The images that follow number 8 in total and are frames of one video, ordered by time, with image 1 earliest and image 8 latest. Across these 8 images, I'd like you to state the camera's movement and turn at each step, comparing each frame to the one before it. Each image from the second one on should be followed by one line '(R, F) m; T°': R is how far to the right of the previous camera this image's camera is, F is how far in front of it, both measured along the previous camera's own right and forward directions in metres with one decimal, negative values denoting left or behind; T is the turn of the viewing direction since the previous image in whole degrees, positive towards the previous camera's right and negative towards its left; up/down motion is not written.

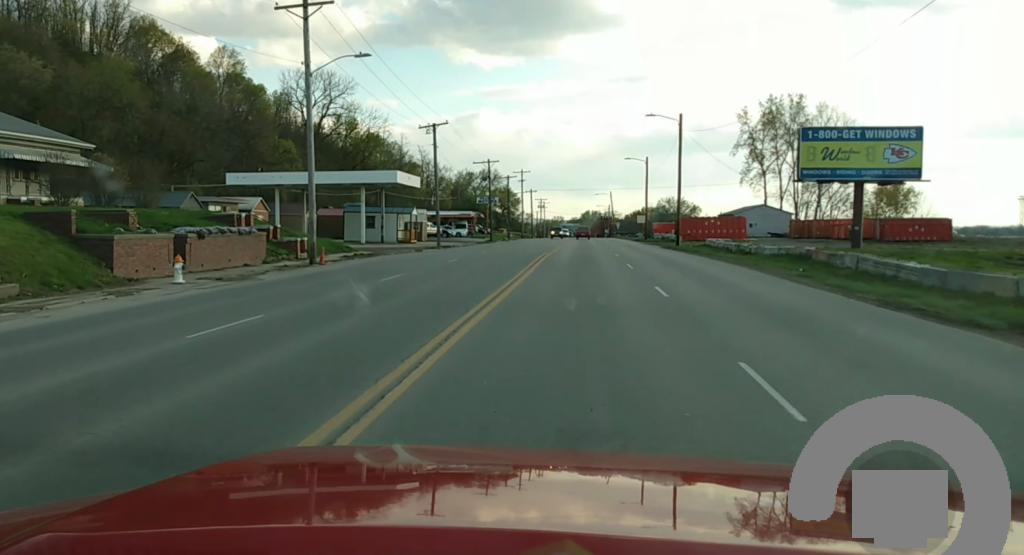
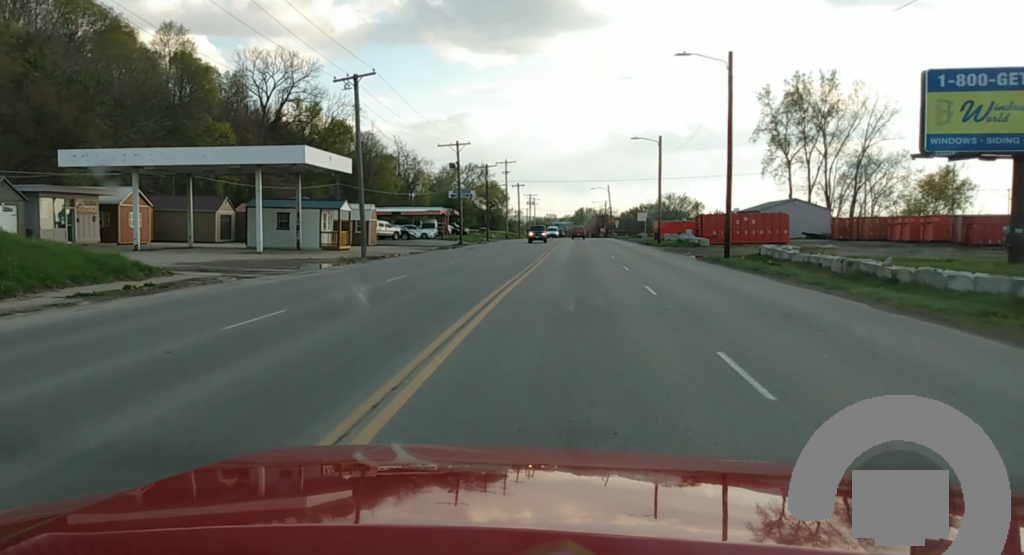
(0.0, +23.6) m; -1°
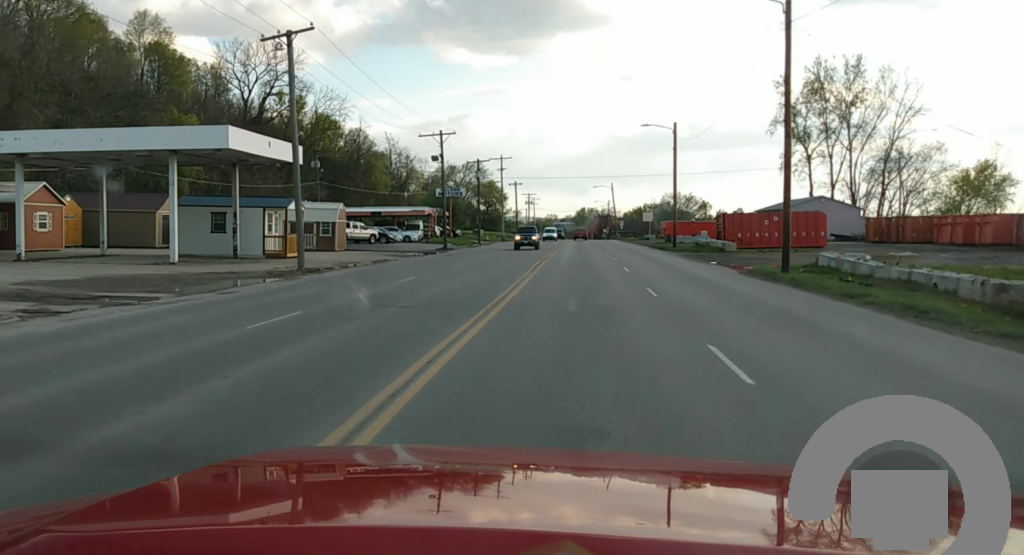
(-0.2, +11.1) m; 0°
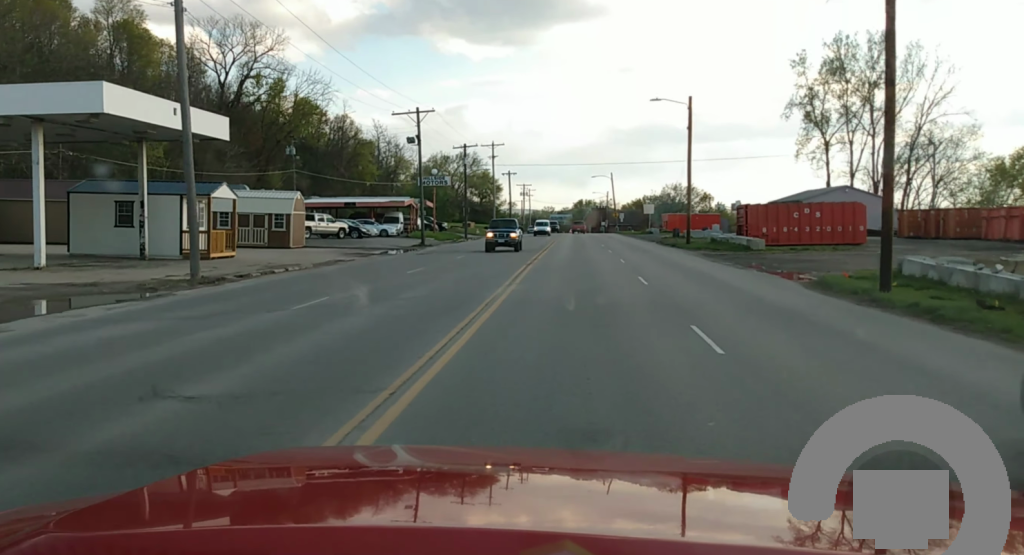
(+0.1, +10.0) m; 0°
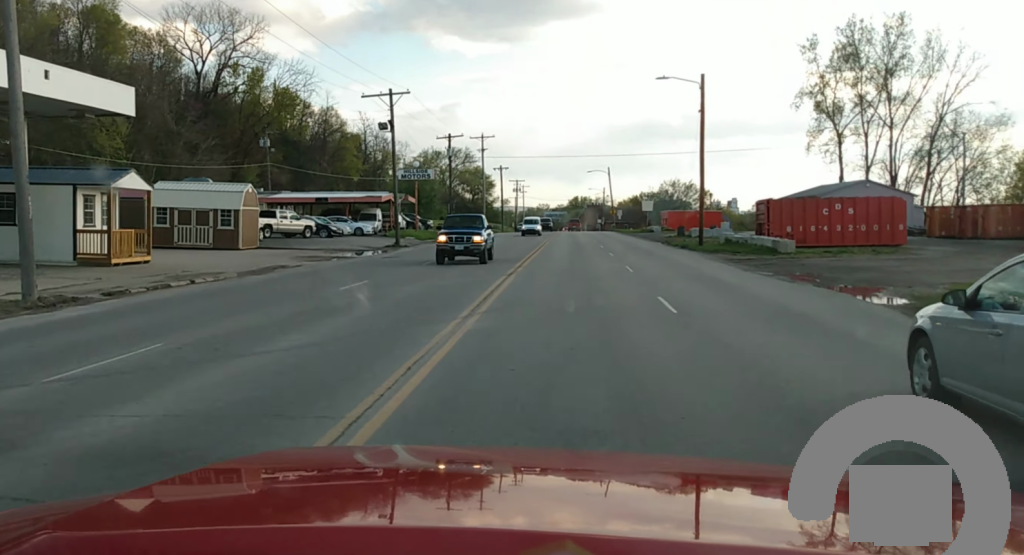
(+0.2, +8.3) m; 0°
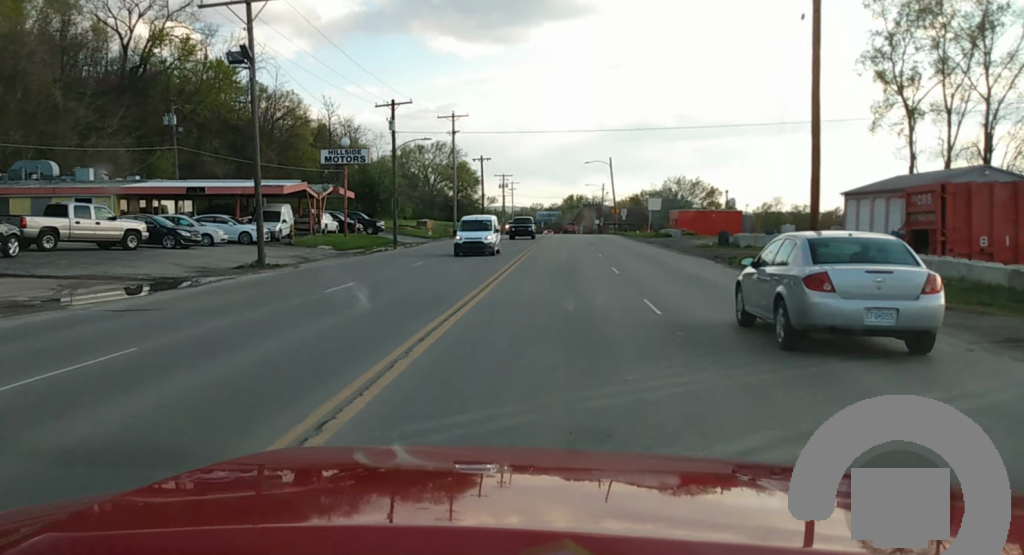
(-0.4, +24.2) m; -1°
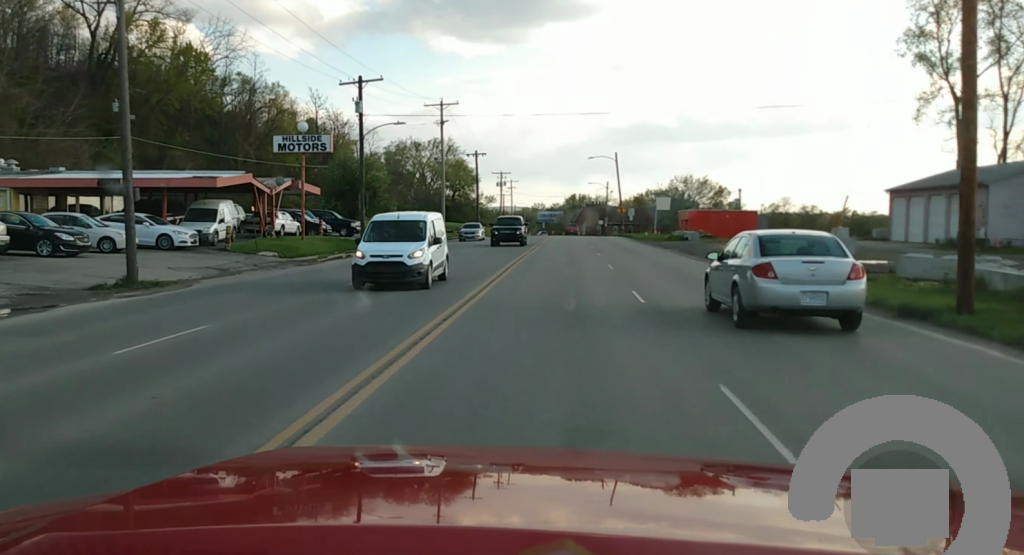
(0.0, +9.8) m; 0°
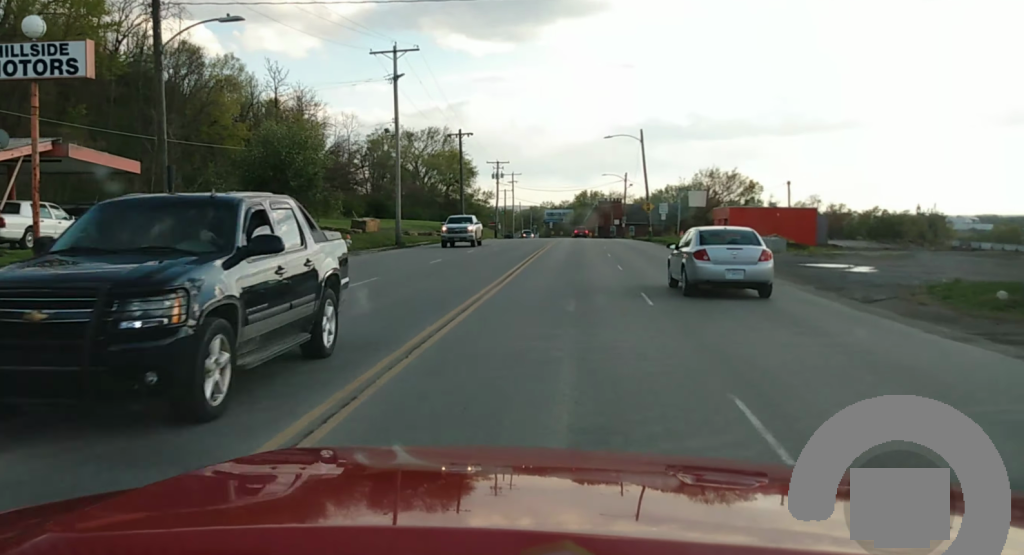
(+0.1, +24.2) m; 0°
